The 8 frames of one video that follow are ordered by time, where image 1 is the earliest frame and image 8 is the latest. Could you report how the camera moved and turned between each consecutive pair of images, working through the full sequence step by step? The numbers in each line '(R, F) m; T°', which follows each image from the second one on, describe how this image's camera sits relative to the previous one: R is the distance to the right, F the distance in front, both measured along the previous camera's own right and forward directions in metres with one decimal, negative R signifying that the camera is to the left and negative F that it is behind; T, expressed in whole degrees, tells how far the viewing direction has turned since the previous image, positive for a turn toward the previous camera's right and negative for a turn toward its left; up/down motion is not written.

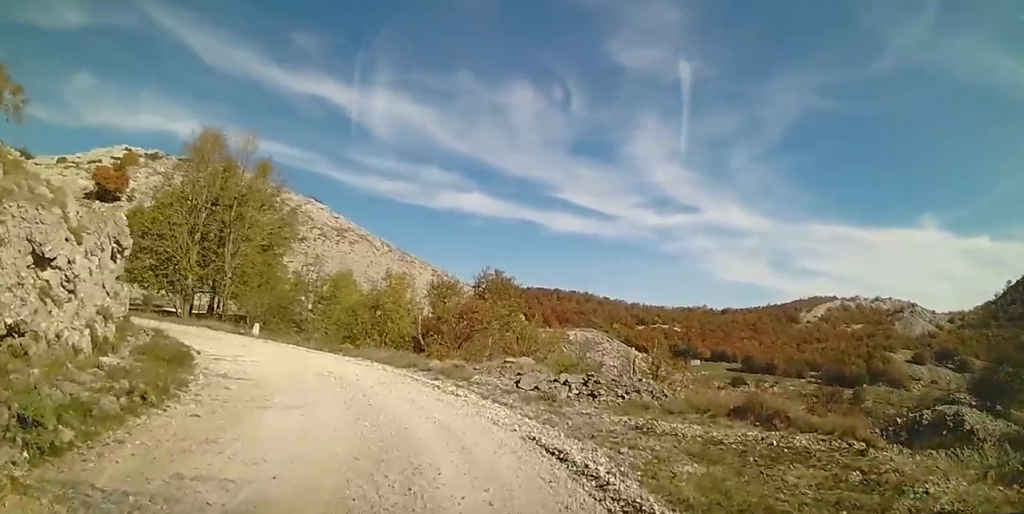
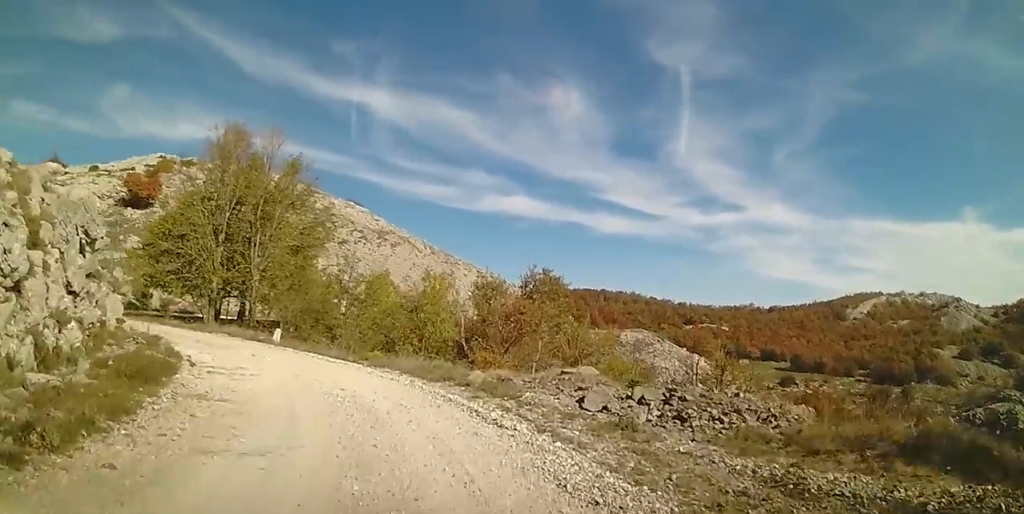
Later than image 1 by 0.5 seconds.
(0.0, +2.8) m; -8°
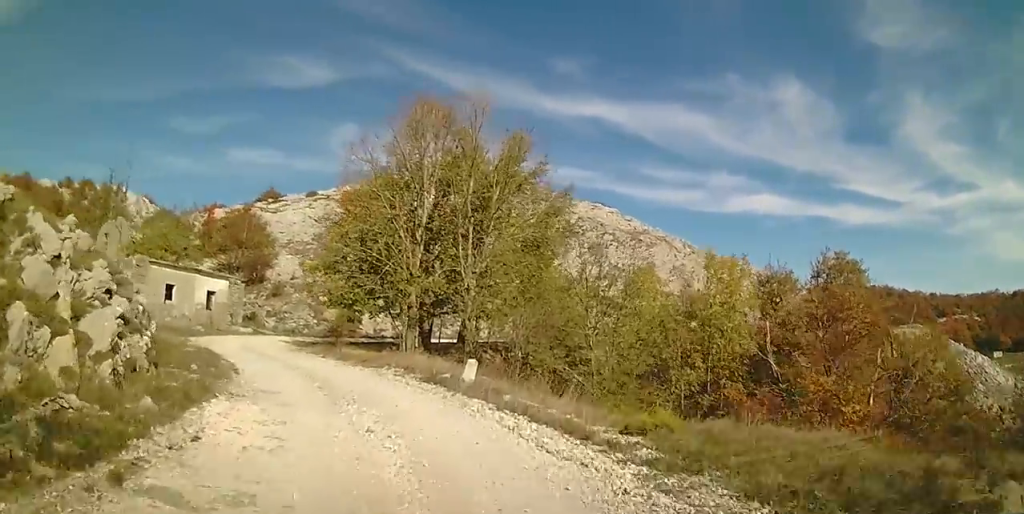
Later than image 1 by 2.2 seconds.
(-2.7, +8.6) m; -30°
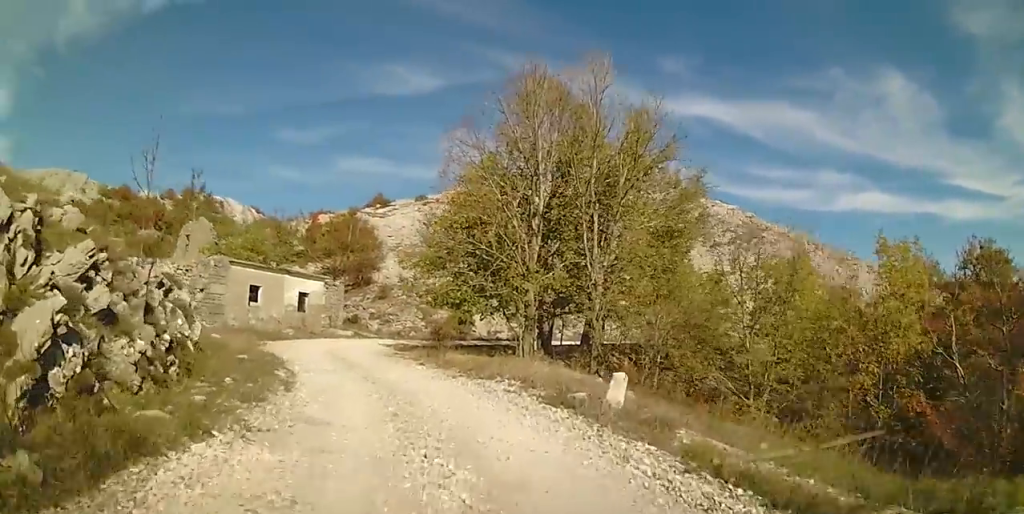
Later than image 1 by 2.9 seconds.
(-0.3, +3.5) m; -6°
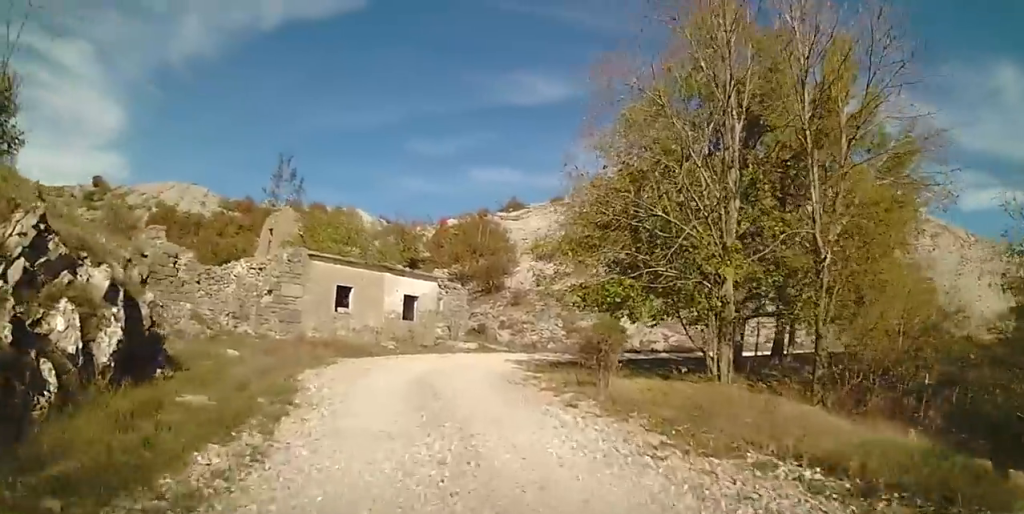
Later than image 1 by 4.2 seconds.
(-0.5, +6.7) m; -12°
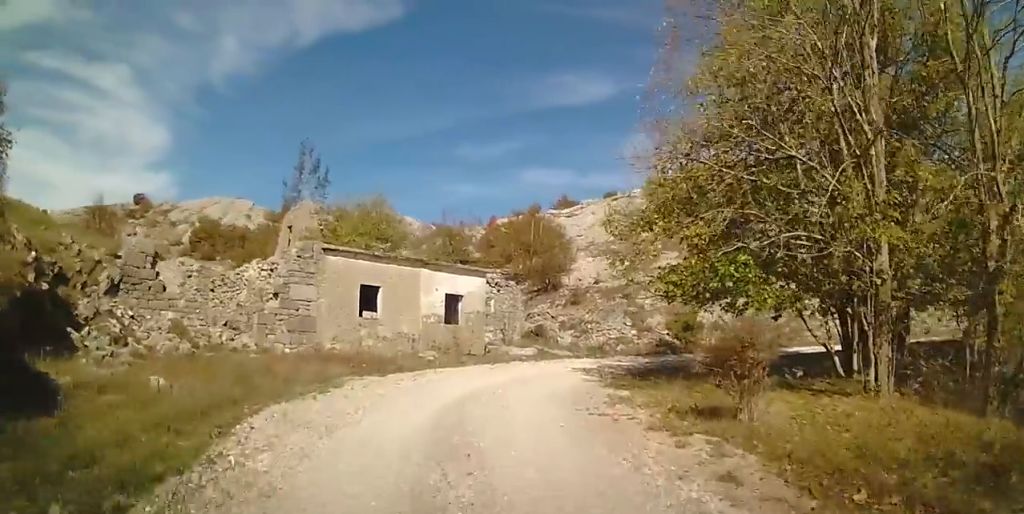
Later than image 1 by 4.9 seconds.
(-0.4, +4.1) m; -7°
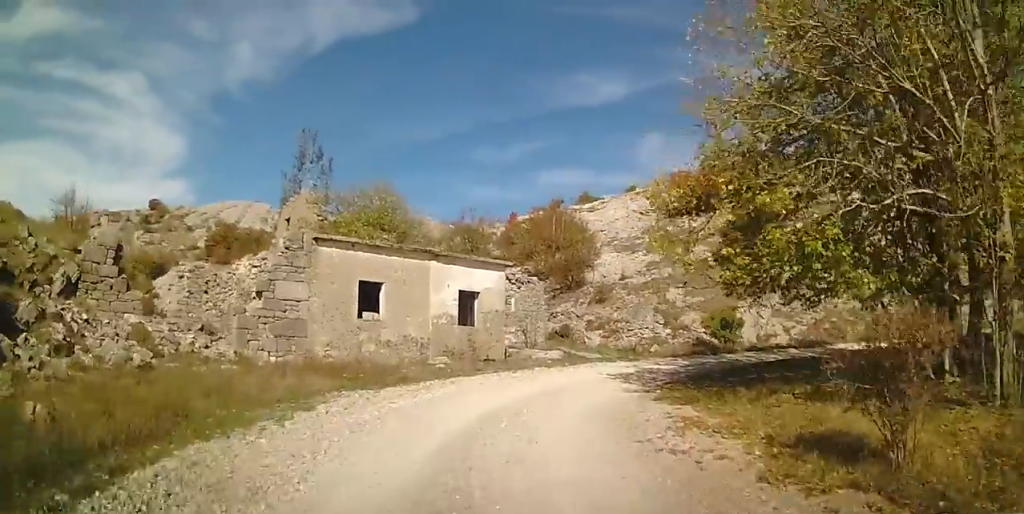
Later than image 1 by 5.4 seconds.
(-0.3, +2.5) m; +2°
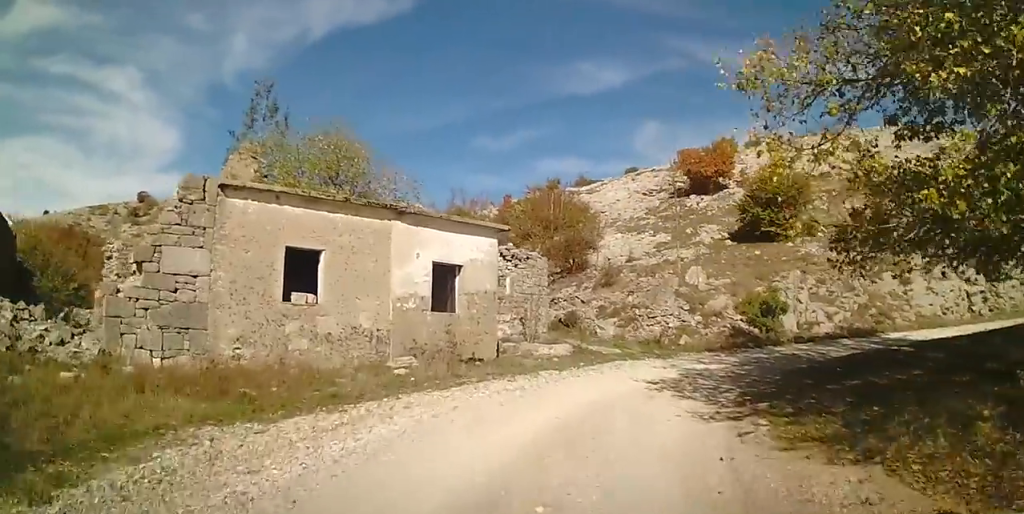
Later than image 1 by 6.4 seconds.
(+0.3, +5.1) m; +7°
